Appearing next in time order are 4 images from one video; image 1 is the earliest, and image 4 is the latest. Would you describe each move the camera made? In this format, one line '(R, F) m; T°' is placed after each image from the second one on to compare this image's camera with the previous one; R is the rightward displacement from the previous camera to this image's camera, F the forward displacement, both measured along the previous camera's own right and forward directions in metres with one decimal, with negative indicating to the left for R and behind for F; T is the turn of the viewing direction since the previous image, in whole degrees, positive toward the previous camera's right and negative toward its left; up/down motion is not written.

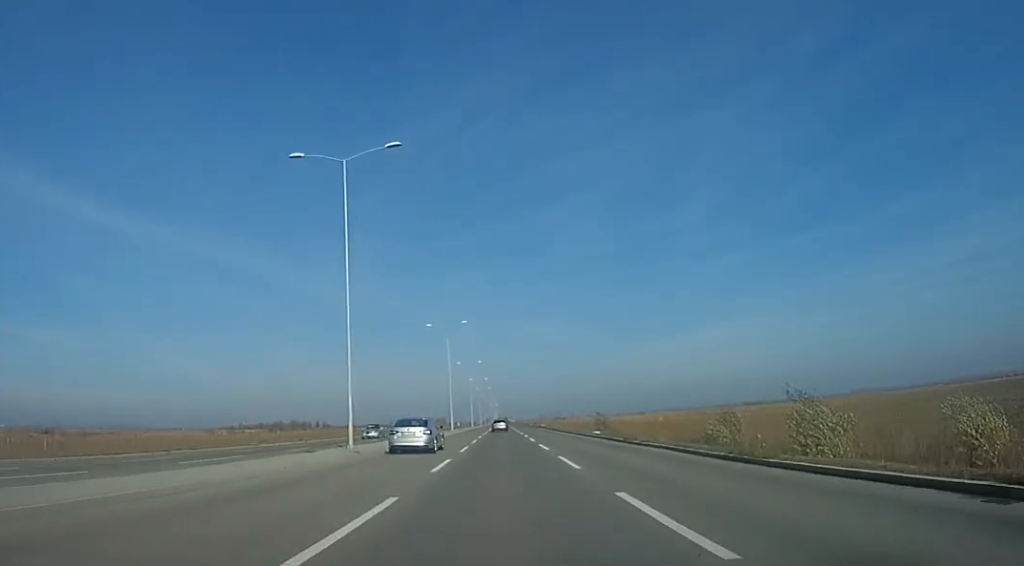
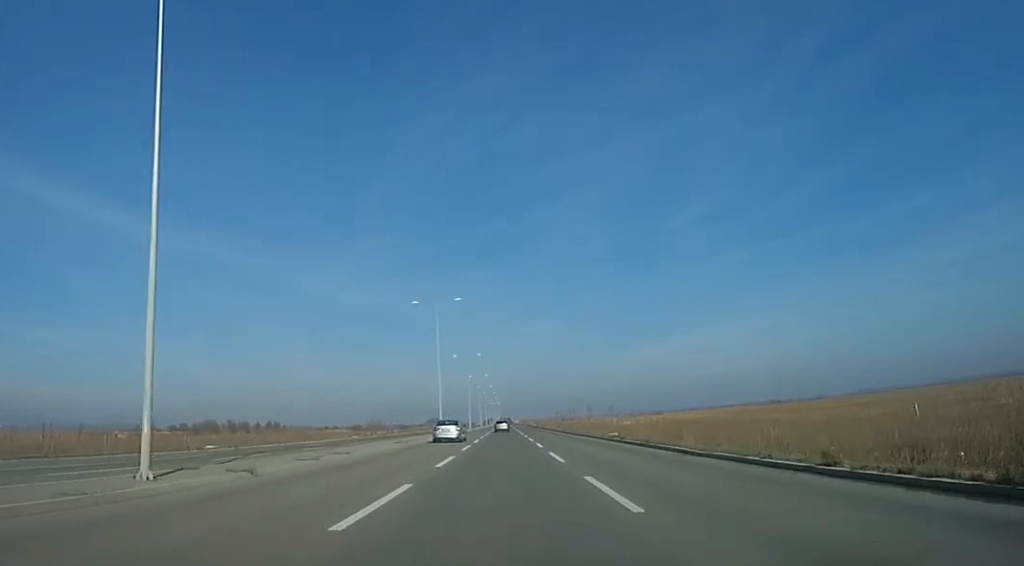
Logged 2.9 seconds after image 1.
(0.0, +67.0) m; 0°
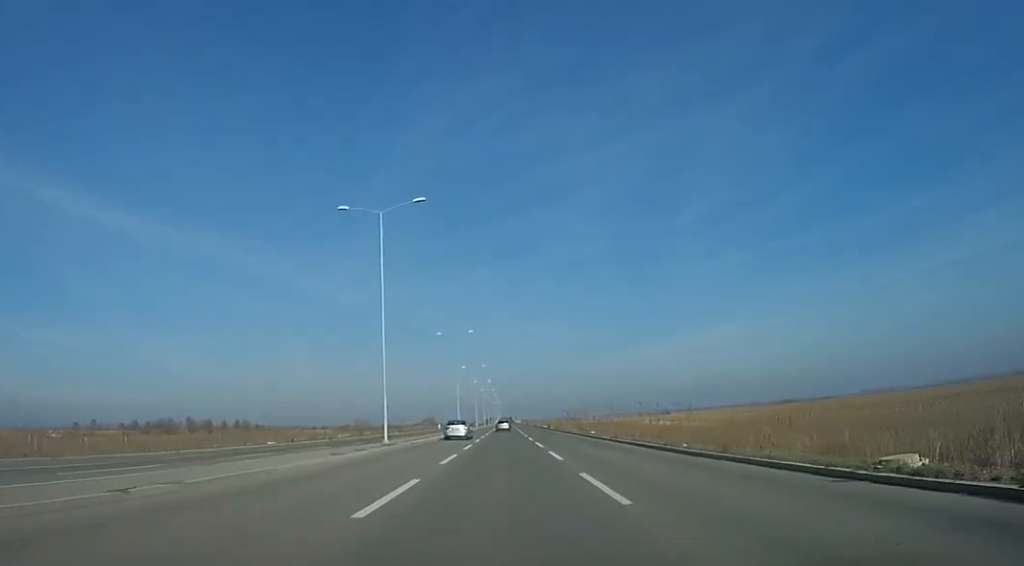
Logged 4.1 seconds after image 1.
(0.0, +29.3) m; 0°
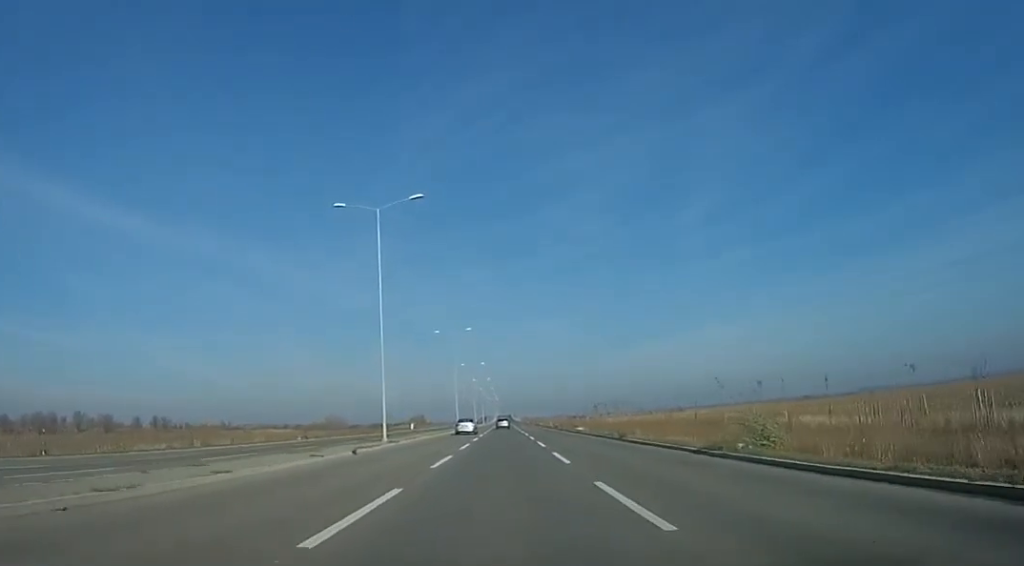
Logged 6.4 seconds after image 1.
(0.0, +52.5) m; 0°
